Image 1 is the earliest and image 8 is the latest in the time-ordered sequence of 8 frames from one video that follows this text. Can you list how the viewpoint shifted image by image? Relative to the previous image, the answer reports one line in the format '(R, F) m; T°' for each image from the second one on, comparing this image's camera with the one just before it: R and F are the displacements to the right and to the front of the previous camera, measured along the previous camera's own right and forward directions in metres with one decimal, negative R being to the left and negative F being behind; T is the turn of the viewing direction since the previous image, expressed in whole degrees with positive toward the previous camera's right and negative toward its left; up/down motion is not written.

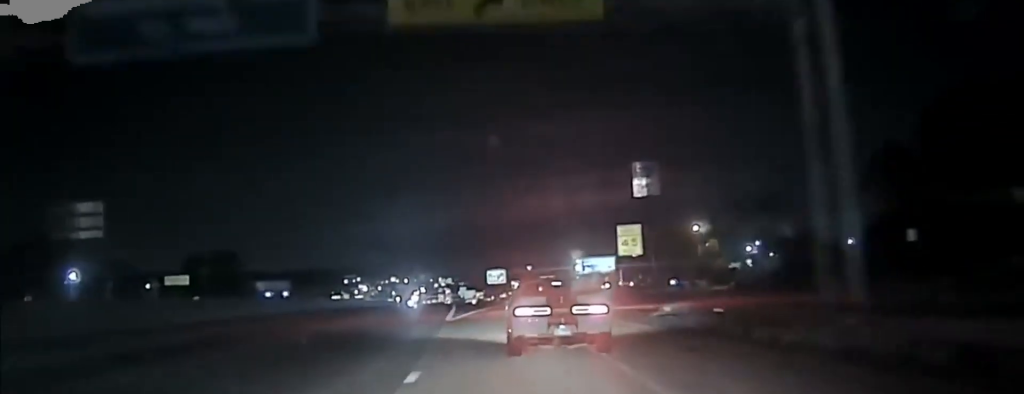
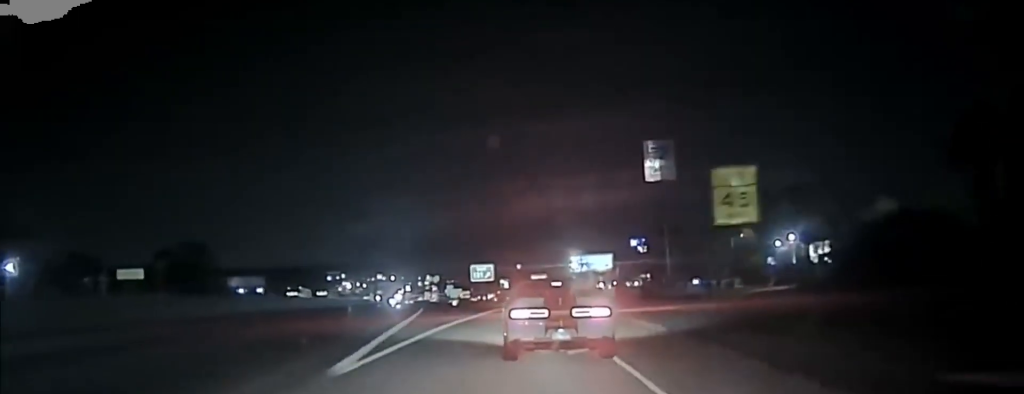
(+0.4, +22.3) m; +1°
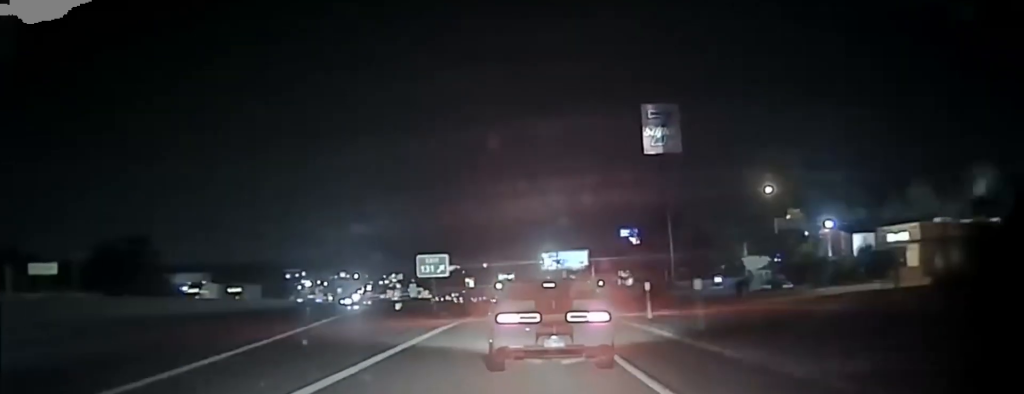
(+0.2, +28.3) m; +1°
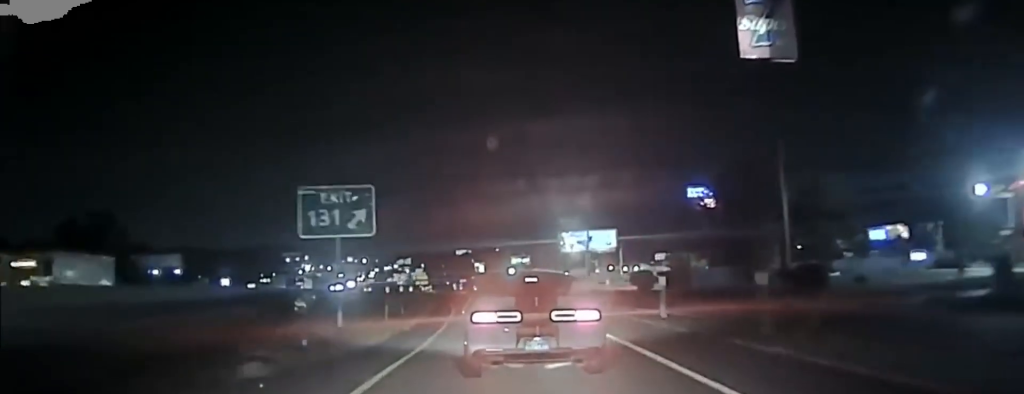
(+0.5, +41.3) m; 0°
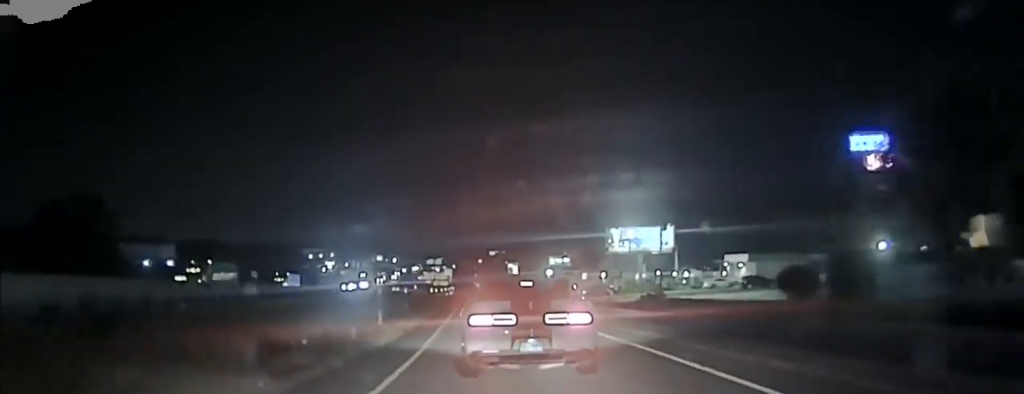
(-1.2, +31.1) m; -3°
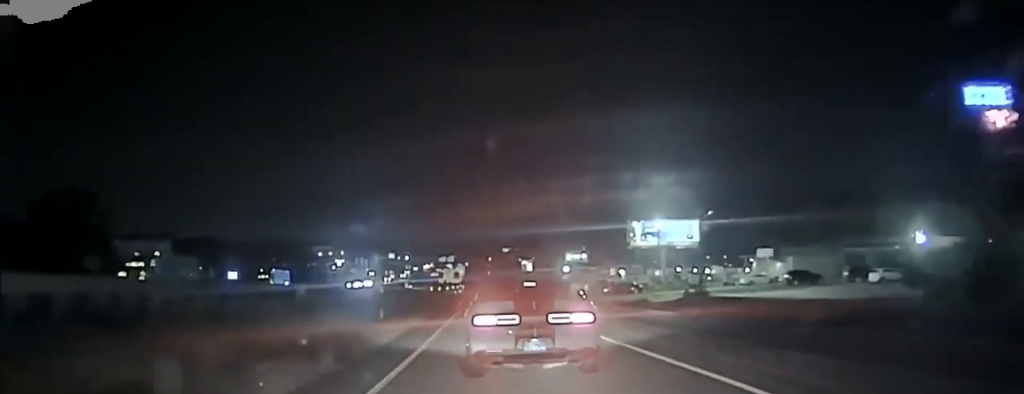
(-0.1, +11.7) m; -1°
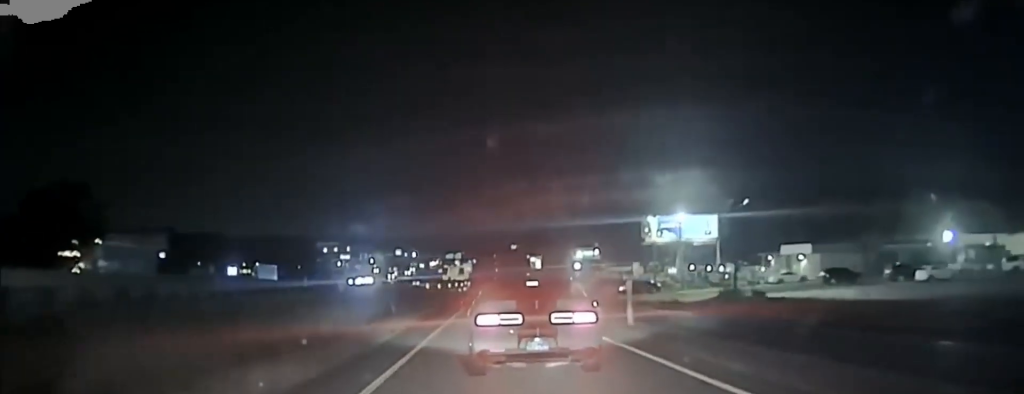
(+0.2, +8.3) m; 0°
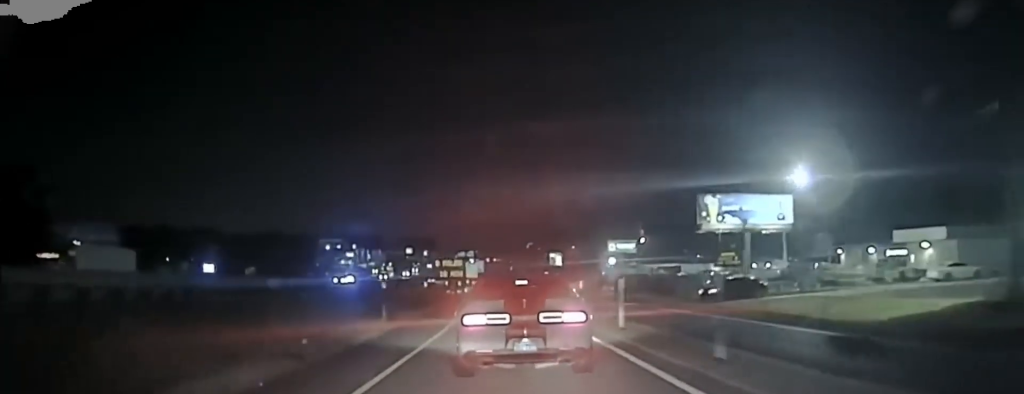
(-1.2, +36.0) m; -3°
